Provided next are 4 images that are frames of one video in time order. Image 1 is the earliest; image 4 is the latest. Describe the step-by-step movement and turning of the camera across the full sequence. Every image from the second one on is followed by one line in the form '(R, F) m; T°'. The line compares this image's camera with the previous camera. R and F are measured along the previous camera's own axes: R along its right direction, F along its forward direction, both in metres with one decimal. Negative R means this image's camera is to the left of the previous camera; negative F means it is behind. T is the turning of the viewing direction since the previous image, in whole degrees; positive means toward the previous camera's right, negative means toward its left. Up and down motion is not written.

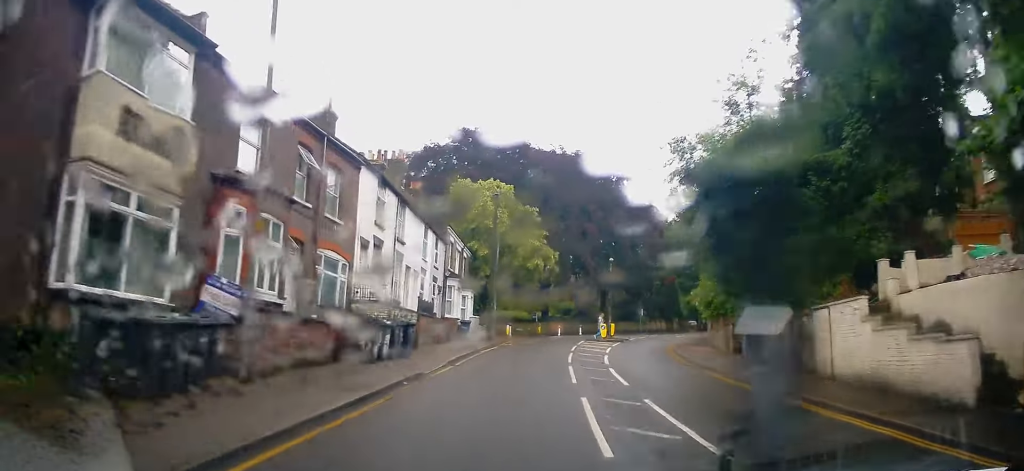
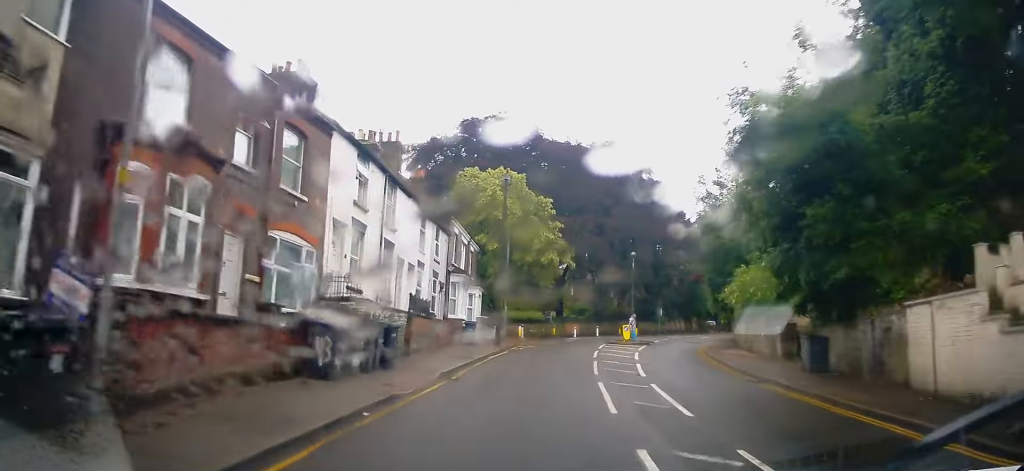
(-0.1, +4.0) m; -1°
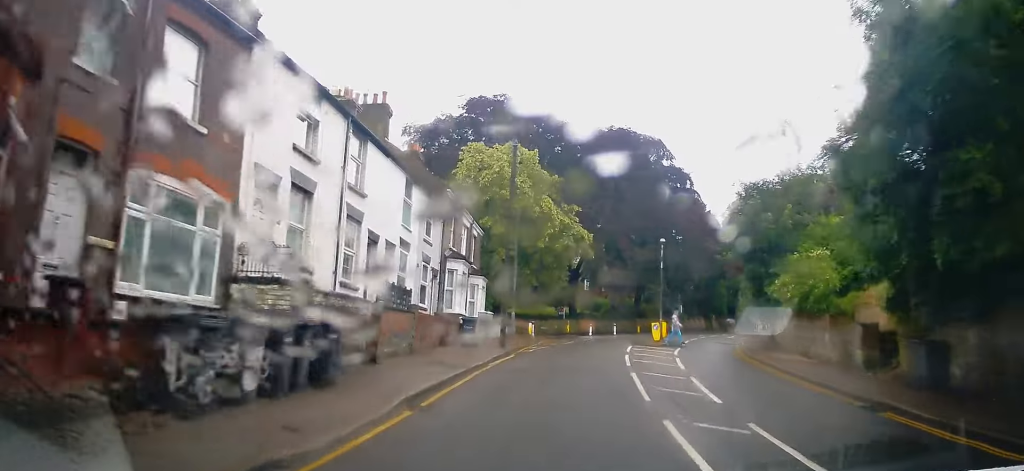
(0.0, +5.3) m; 0°
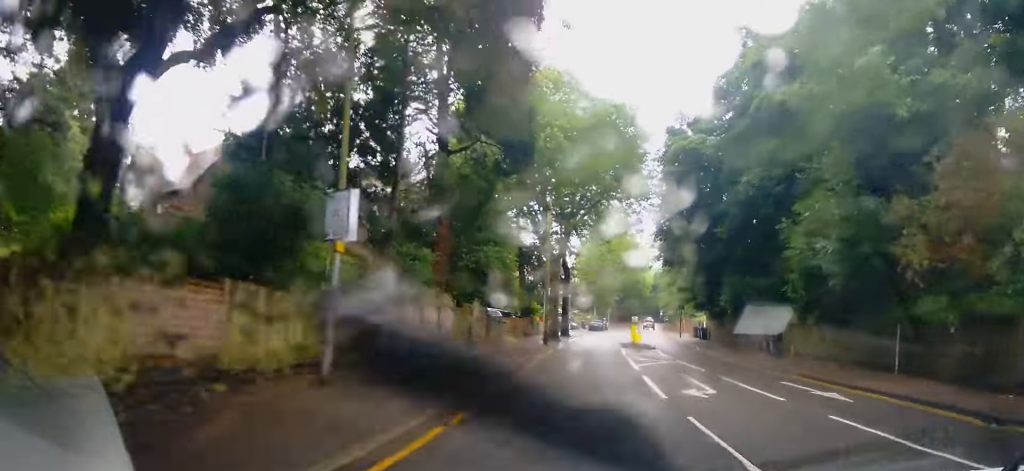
(+14.0, +58.4) m; +26°
